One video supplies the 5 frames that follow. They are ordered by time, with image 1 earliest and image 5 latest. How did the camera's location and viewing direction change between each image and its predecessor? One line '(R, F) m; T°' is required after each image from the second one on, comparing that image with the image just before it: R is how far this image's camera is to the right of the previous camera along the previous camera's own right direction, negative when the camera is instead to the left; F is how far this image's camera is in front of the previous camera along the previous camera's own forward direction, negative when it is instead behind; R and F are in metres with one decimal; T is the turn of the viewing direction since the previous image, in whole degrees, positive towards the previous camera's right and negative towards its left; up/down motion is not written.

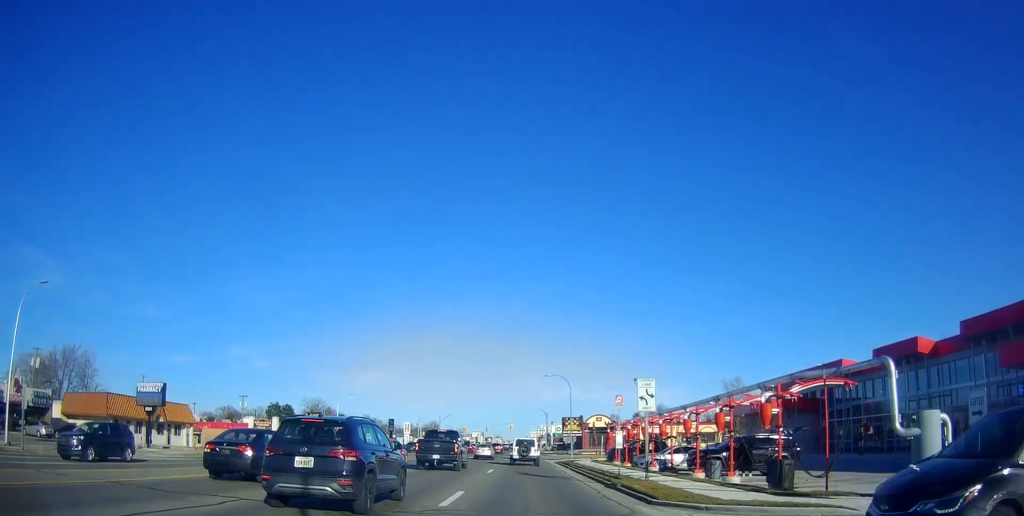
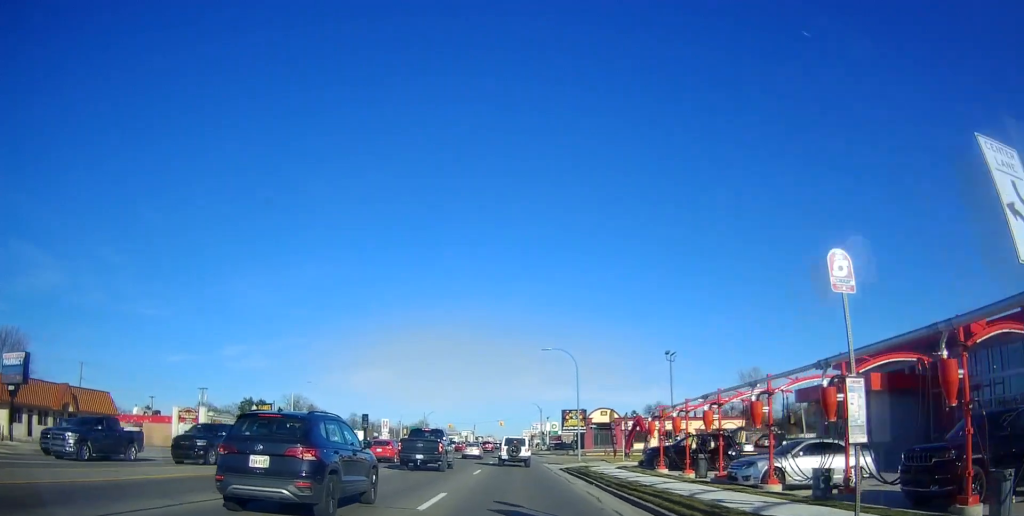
(0.0, +16.3) m; 0°
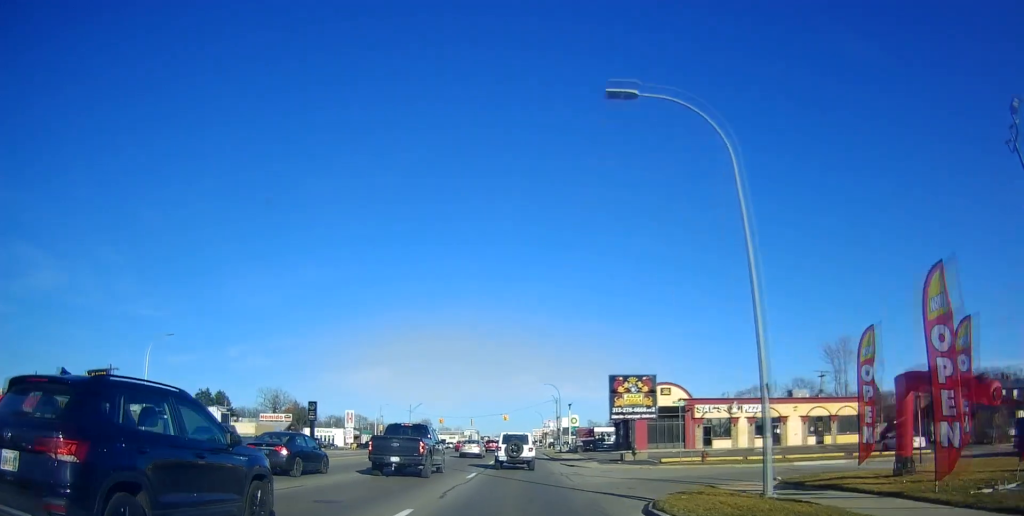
(-1.1, +35.7) m; -3°
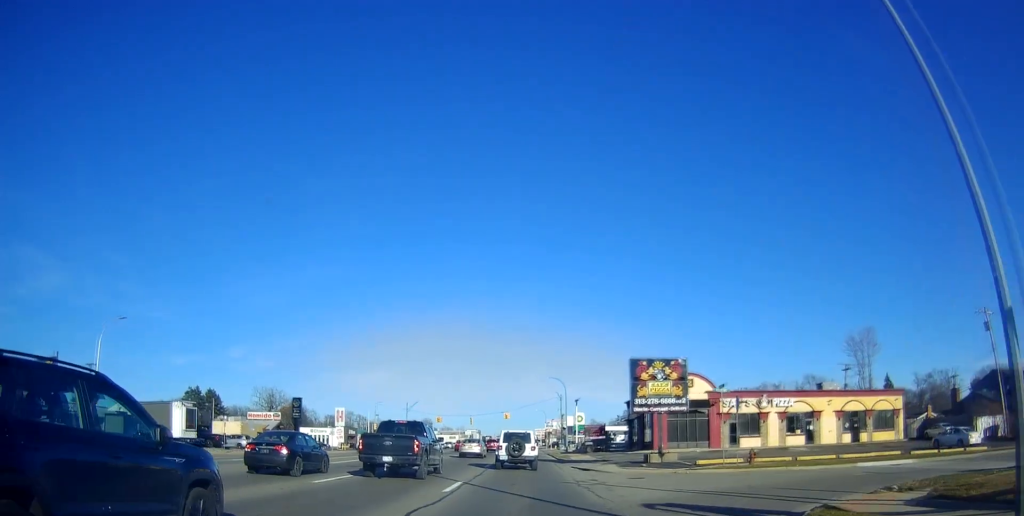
(+0.3, +7.2) m; 0°
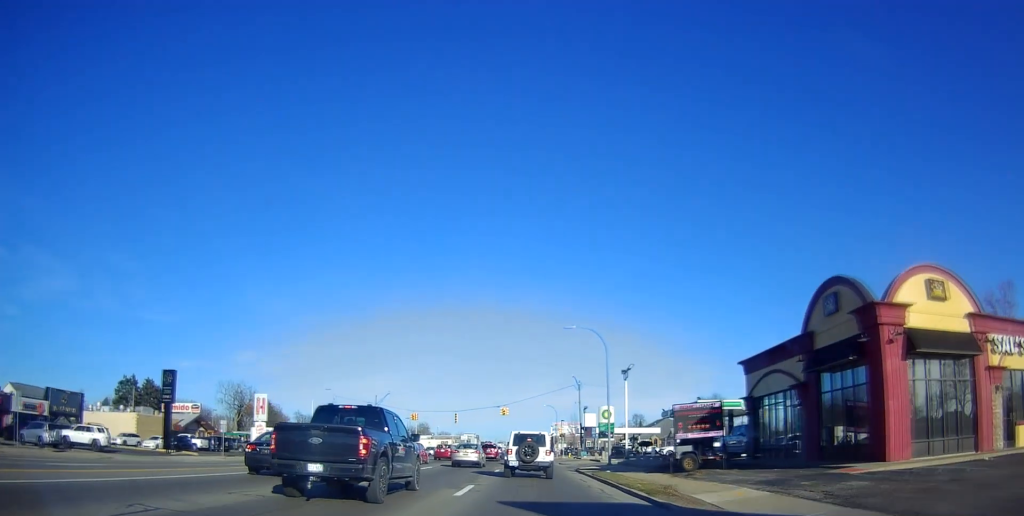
(+0.6, +37.5) m; +2°
